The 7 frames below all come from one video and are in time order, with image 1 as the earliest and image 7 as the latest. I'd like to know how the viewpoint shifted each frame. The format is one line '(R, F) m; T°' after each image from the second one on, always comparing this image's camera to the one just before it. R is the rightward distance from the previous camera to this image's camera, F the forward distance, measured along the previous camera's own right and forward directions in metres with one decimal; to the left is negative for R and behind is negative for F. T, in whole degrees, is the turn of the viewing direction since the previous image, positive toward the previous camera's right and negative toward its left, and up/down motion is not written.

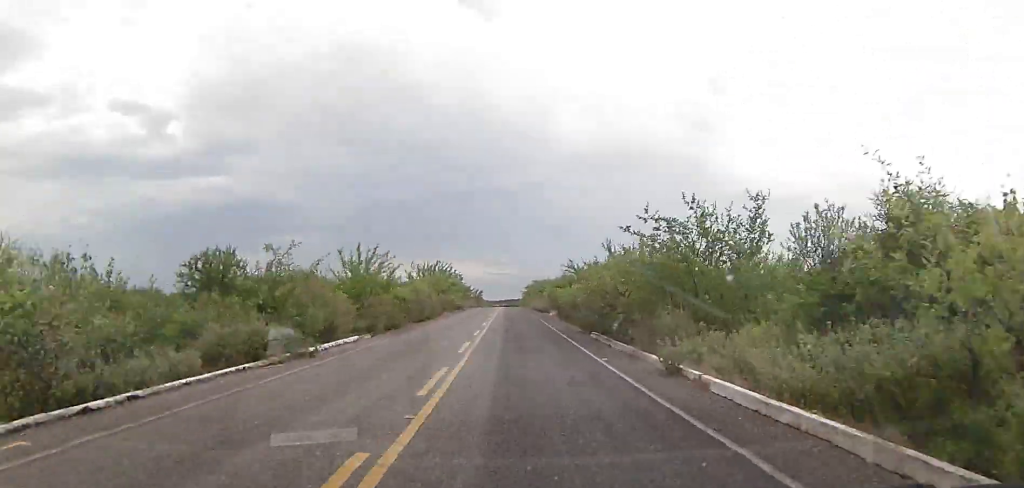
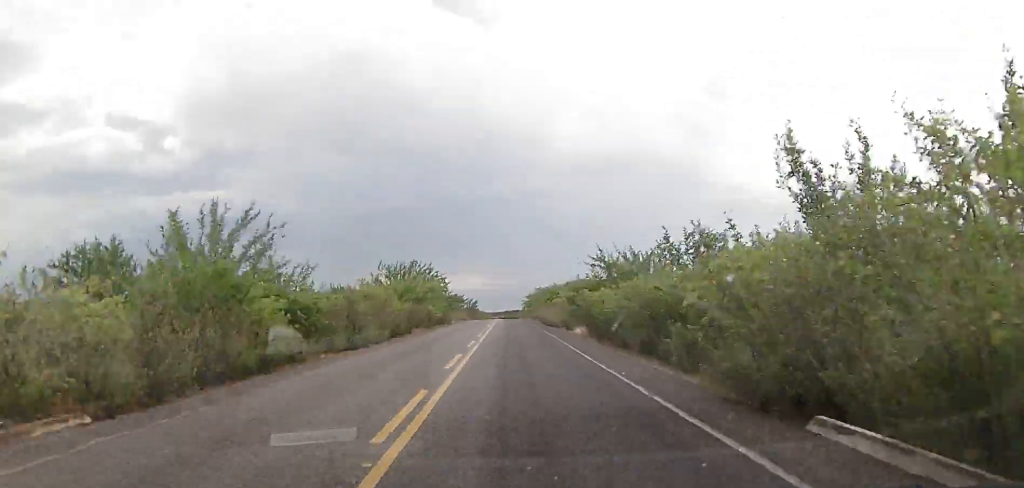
(-0.3, +18.3) m; 0°
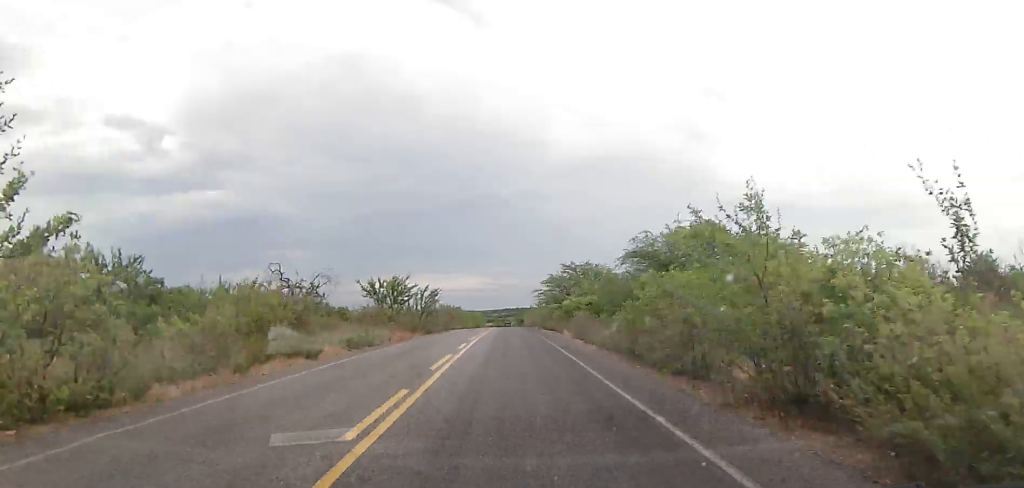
(+1.4, +61.4) m; 0°
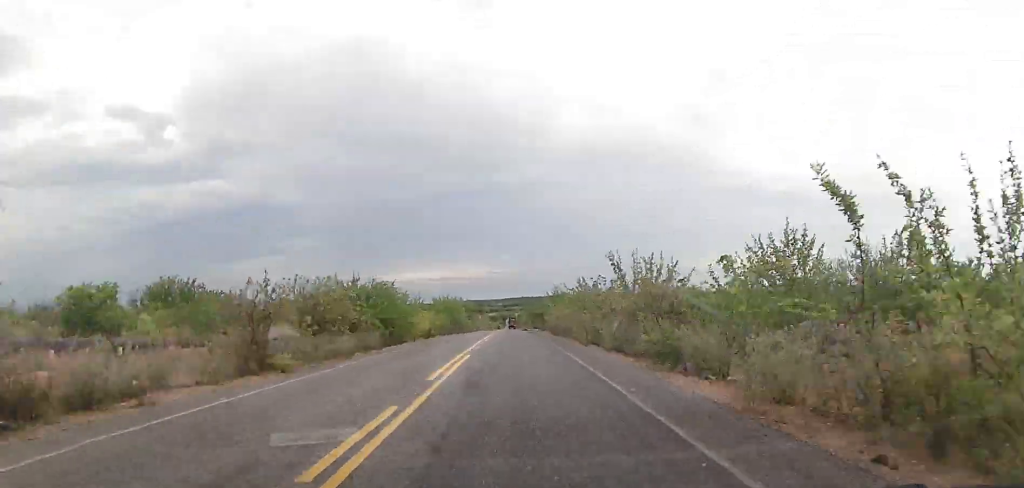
(-0.5, +63.2) m; 0°
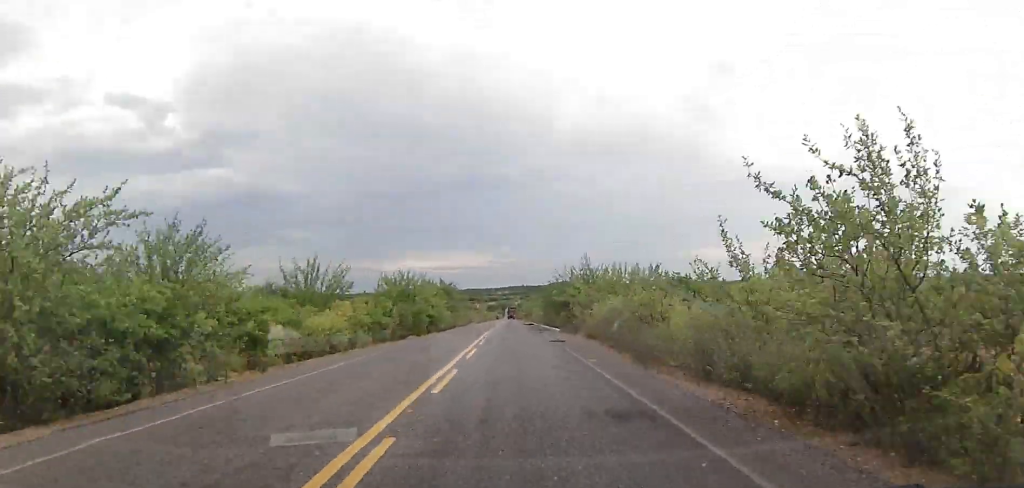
(-0.3, +29.8) m; 0°
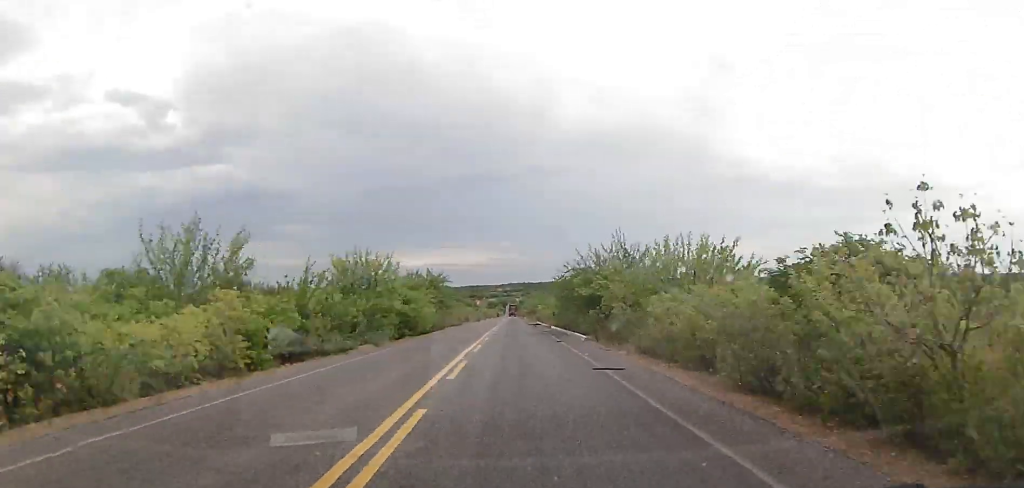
(-0.2, +13.5) m; 0°
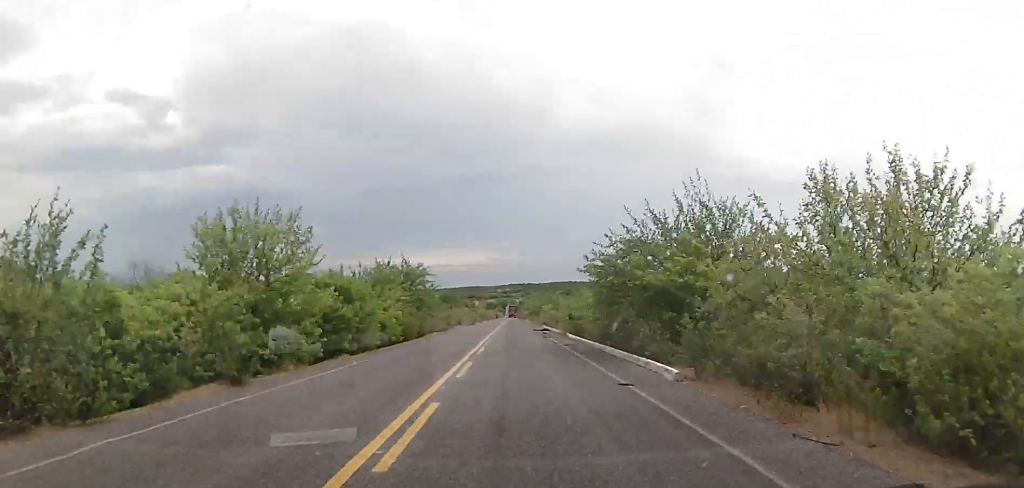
(+0.1, +14.5) m; 0°
